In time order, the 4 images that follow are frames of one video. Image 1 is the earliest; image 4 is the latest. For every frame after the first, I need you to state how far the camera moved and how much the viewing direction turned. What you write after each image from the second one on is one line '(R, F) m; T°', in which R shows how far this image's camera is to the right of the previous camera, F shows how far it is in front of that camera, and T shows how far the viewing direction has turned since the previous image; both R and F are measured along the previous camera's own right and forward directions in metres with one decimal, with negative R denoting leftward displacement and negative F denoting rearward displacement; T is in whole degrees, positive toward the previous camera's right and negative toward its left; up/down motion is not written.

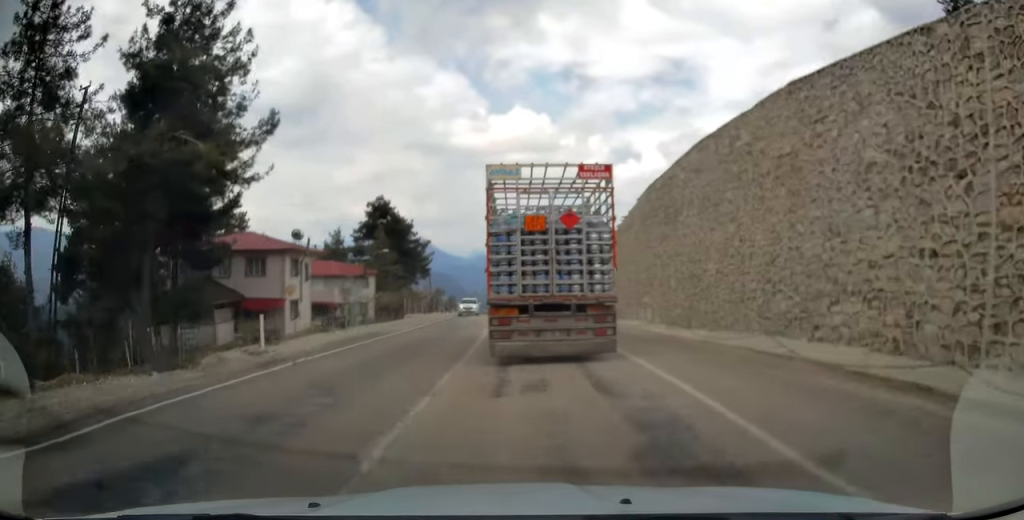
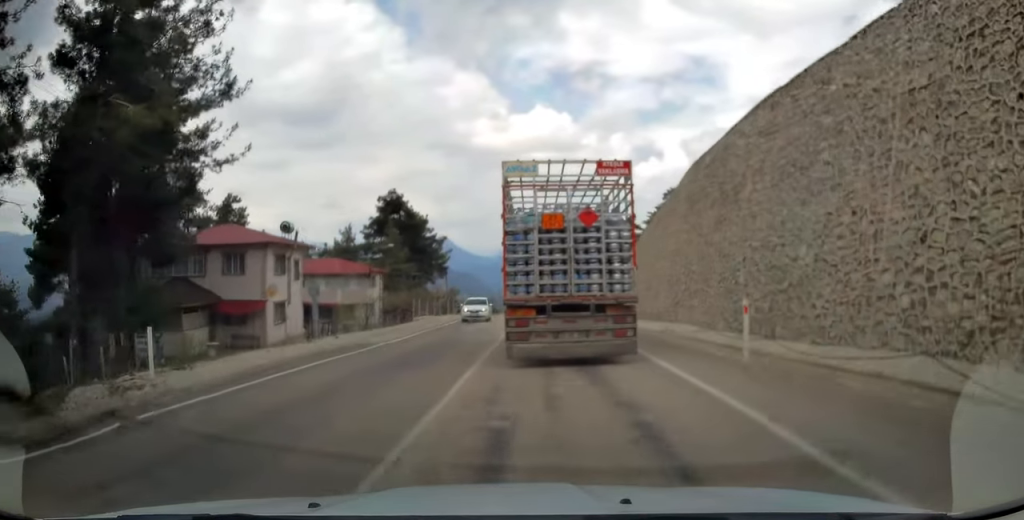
(-0.2, +6.4) m; -1°
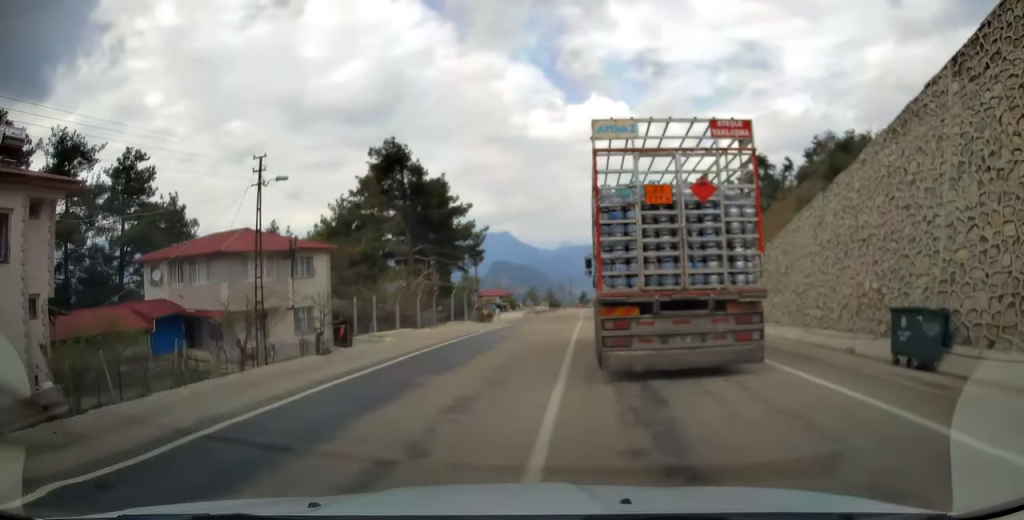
(-0.7, +30.7) m; -3°
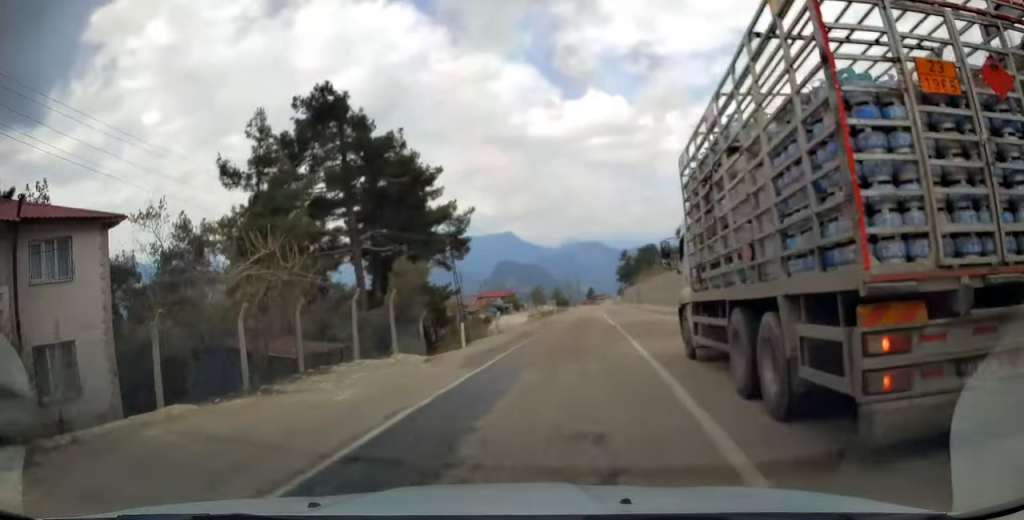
(-0.2, +20.3) m; 0°
